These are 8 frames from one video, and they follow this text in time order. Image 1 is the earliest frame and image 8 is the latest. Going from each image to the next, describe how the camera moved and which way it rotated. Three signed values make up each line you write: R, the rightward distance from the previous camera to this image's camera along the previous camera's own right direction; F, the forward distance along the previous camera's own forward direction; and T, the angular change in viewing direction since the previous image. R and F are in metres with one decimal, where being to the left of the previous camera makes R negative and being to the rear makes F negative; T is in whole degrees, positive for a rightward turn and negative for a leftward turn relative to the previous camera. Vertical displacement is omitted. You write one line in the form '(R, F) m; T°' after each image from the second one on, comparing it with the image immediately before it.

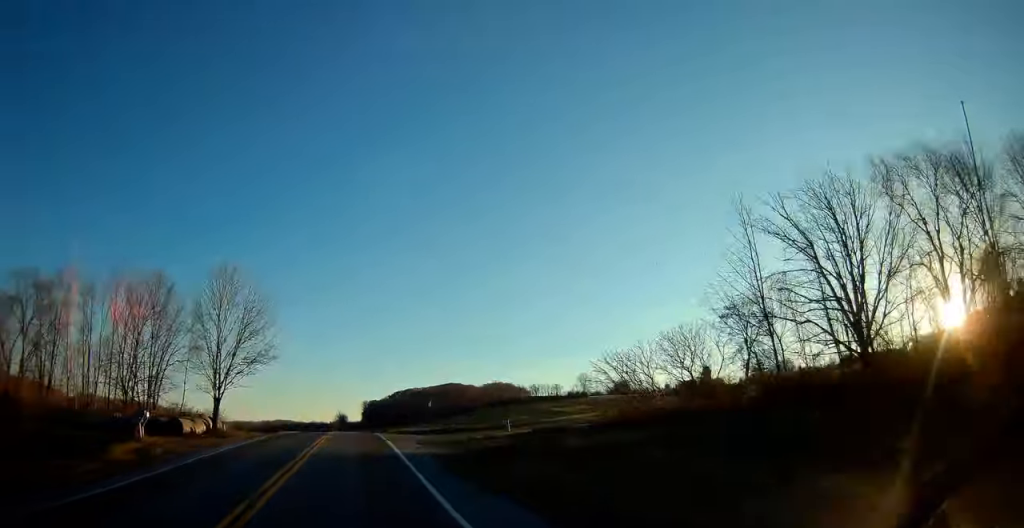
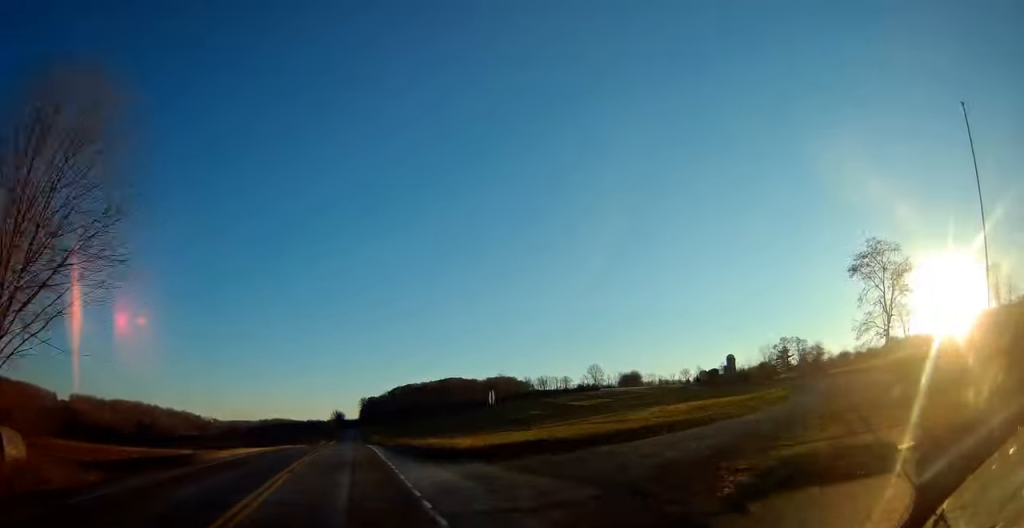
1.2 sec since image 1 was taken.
(+0.1, +26.9) m; +1°
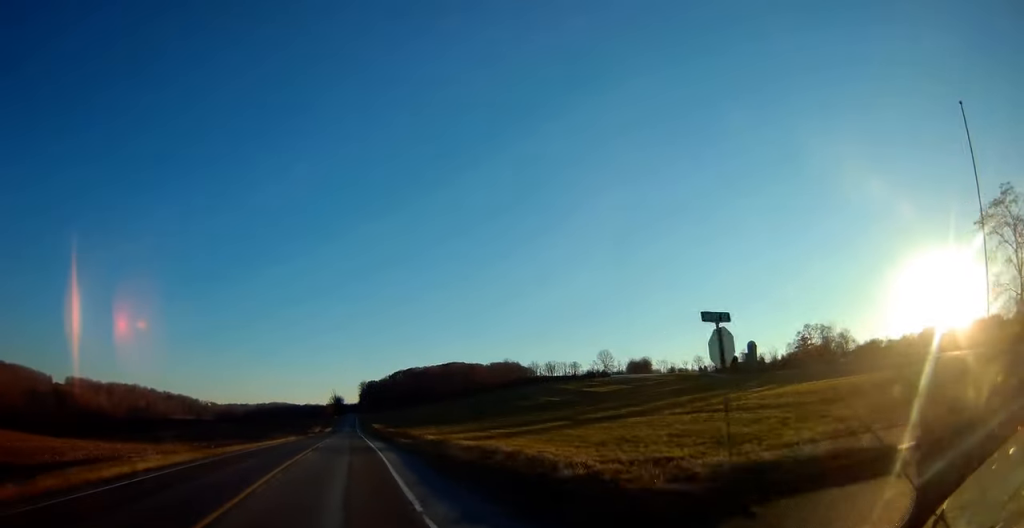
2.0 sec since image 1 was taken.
(+0.1, +19.0) m; 0°
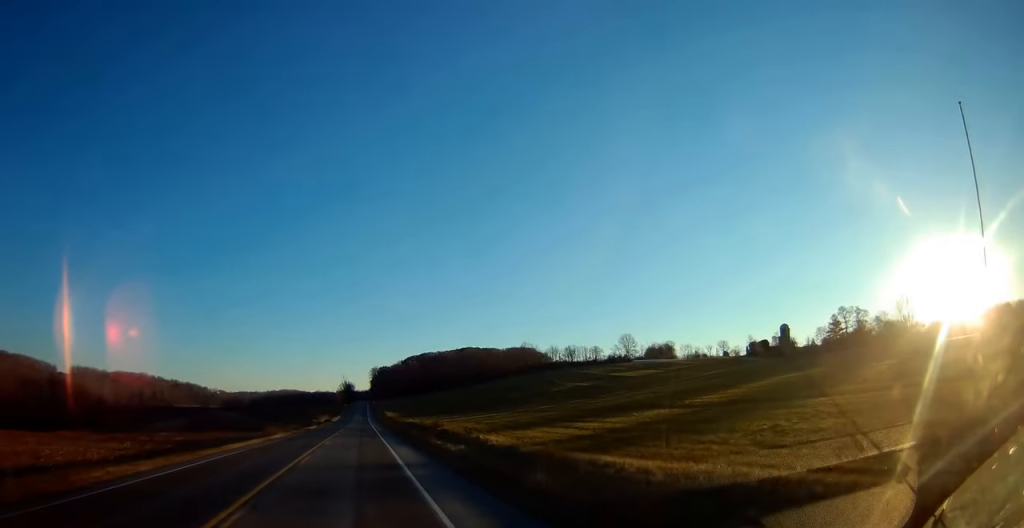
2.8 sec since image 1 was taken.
(0.0, +18.3) m; 0°
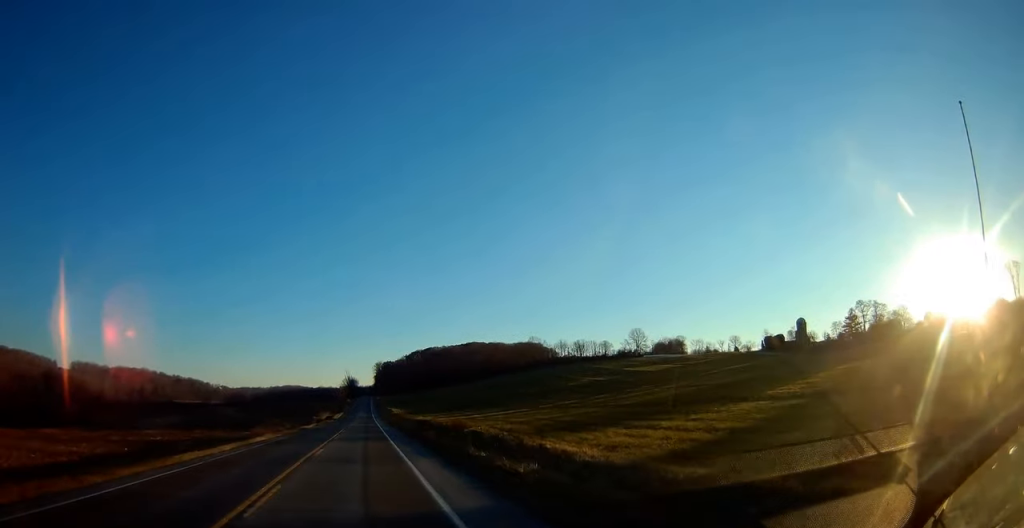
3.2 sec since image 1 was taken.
(0.0, +9.9) m; 0°
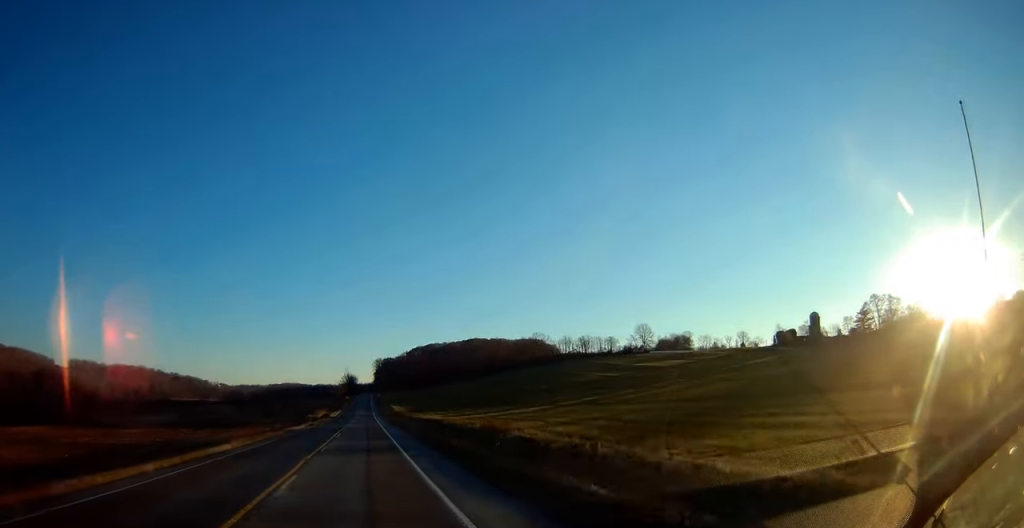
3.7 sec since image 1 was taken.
(0.0, +10.0) m; 0°
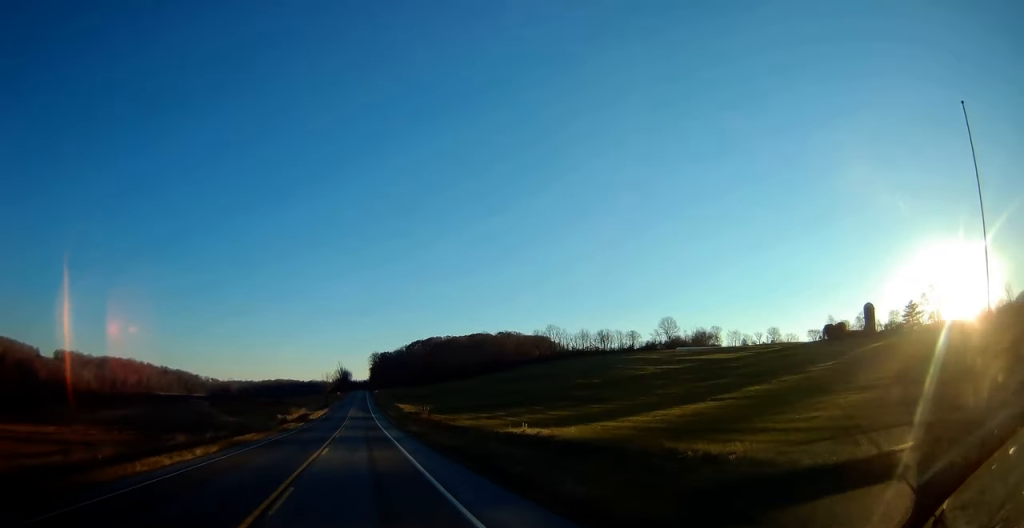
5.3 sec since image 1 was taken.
(-0.3, +37.7) m; 0°
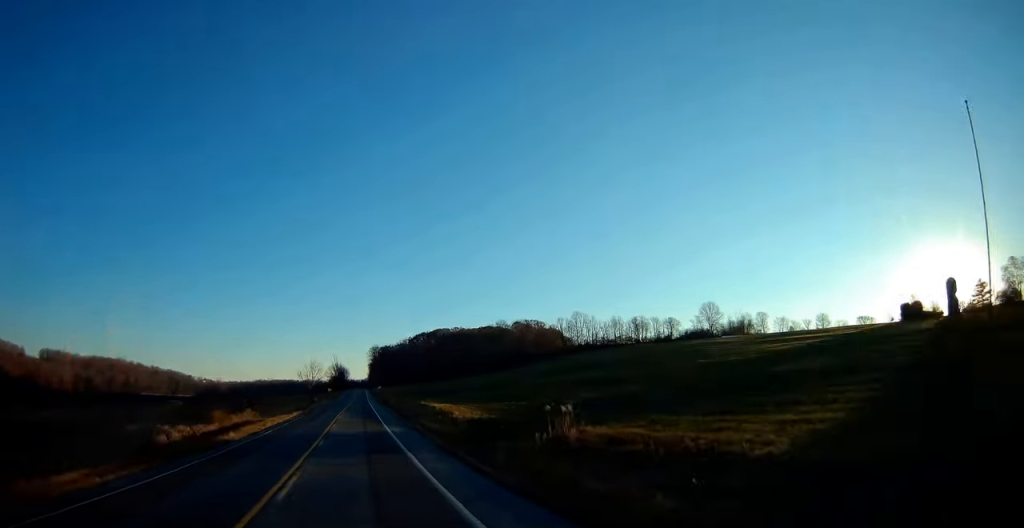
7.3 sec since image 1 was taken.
(+0.7, +47.5) m; +1°
